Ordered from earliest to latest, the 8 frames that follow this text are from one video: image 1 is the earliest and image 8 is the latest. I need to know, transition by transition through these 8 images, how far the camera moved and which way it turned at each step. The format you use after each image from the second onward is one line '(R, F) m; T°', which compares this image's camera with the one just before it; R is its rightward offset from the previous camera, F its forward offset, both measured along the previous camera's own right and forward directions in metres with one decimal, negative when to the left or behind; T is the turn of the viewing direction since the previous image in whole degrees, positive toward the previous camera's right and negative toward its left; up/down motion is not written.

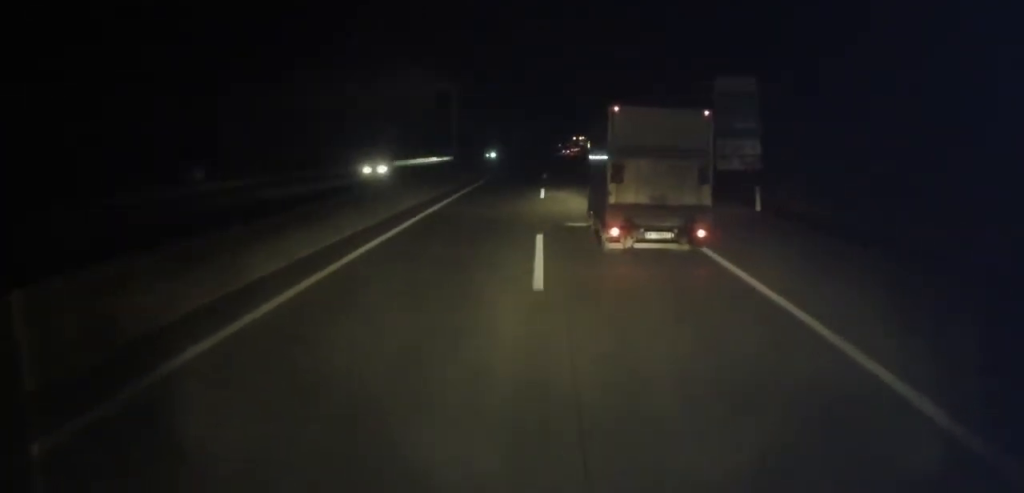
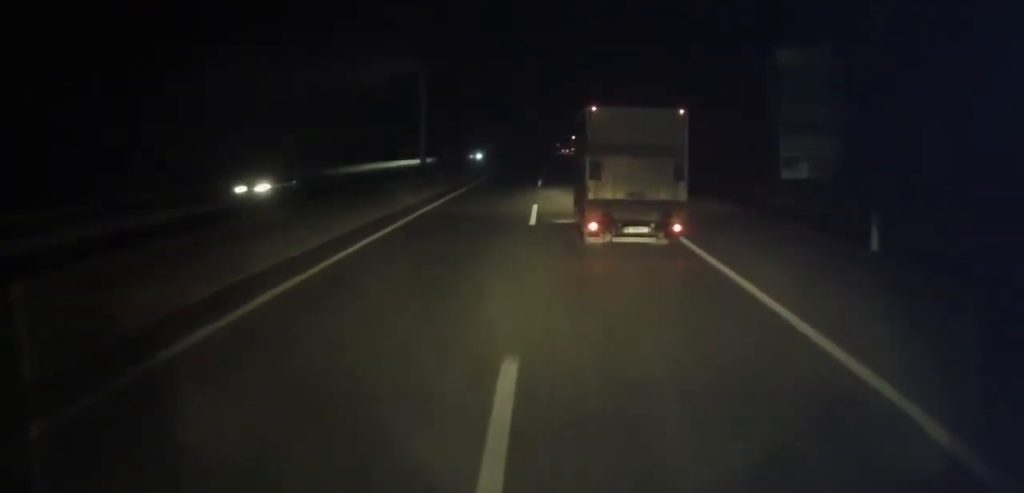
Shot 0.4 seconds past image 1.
(0.0, +10.2) m; +1°
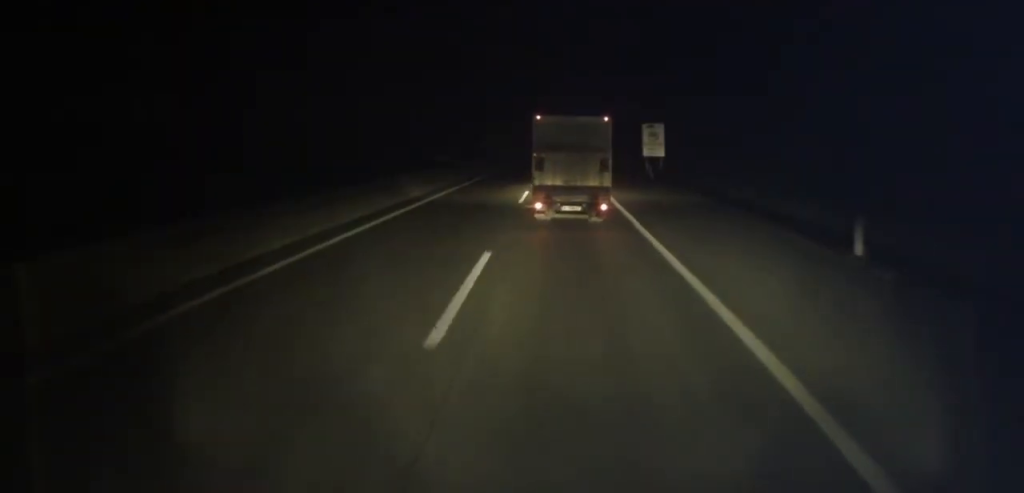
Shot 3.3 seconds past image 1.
(+1.2, +67.5) m; +1°
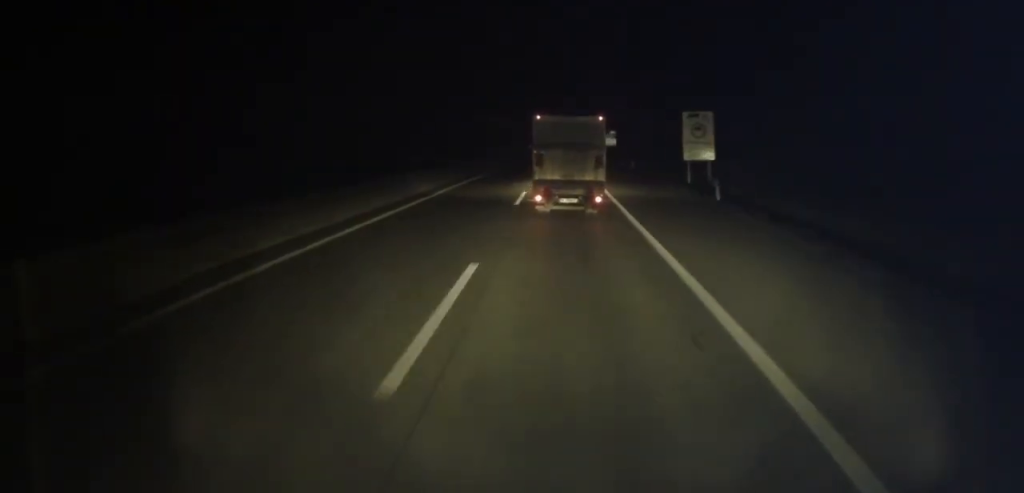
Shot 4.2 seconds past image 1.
(0.0, +18.4) m; 0°
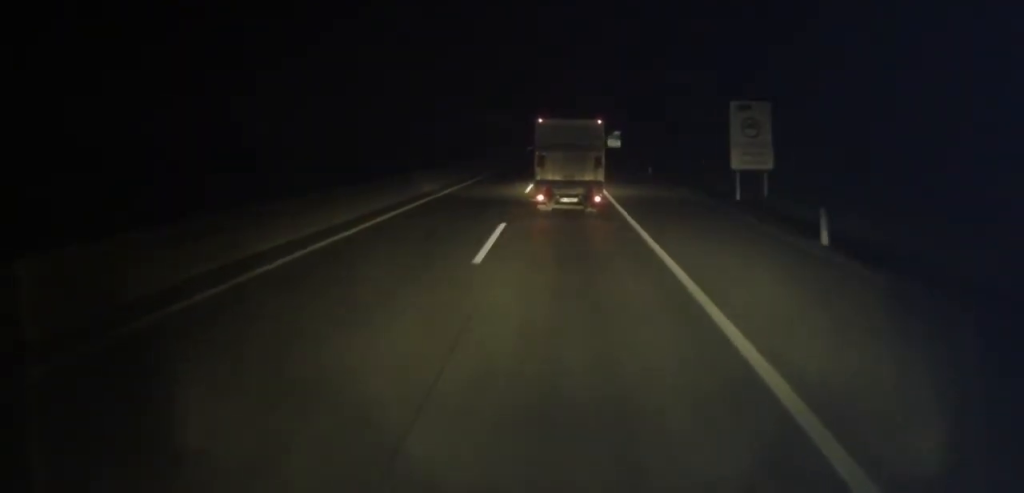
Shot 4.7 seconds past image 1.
(0.0, +10.0) m; 0°
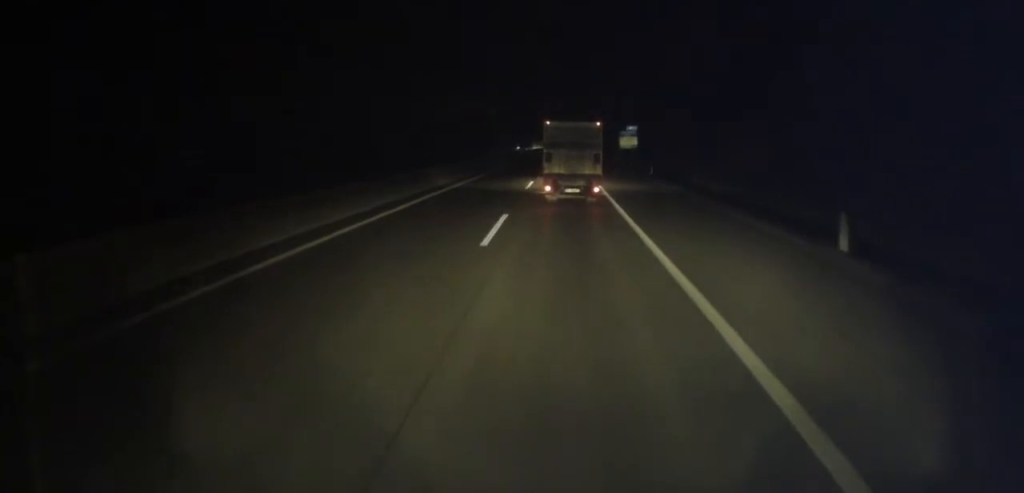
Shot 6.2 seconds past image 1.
(-0.2, +29.0) m; 0°
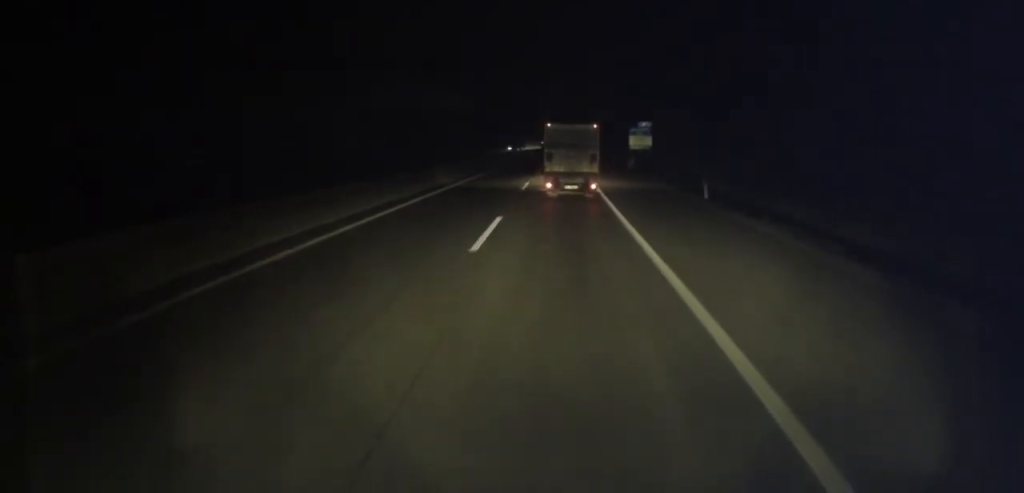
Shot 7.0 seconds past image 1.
(+0.2, +16.6) m; 0°
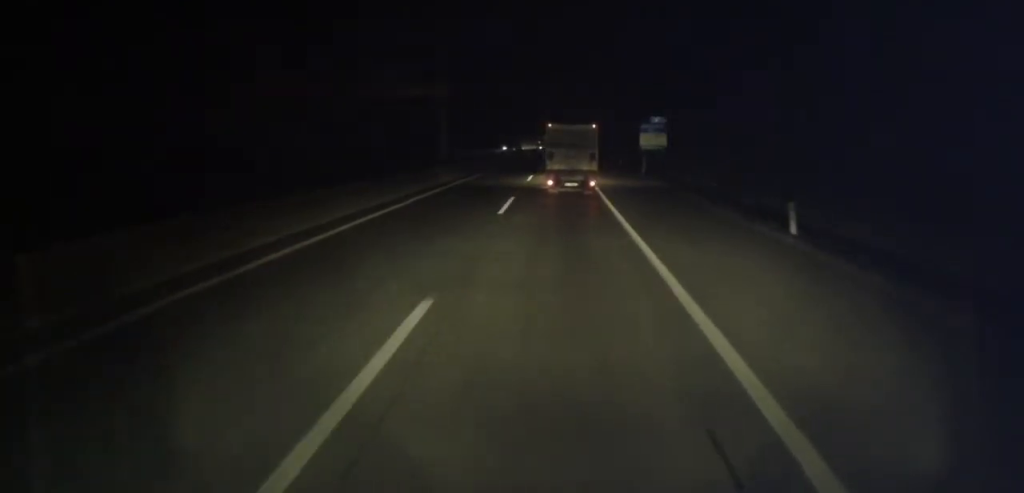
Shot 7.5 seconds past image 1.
(0.0, +10.2) m; 0°
